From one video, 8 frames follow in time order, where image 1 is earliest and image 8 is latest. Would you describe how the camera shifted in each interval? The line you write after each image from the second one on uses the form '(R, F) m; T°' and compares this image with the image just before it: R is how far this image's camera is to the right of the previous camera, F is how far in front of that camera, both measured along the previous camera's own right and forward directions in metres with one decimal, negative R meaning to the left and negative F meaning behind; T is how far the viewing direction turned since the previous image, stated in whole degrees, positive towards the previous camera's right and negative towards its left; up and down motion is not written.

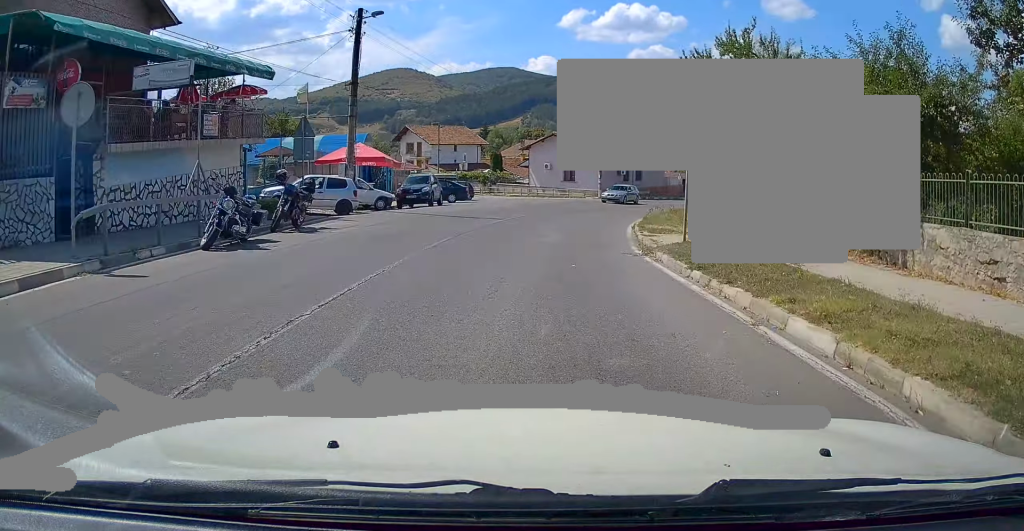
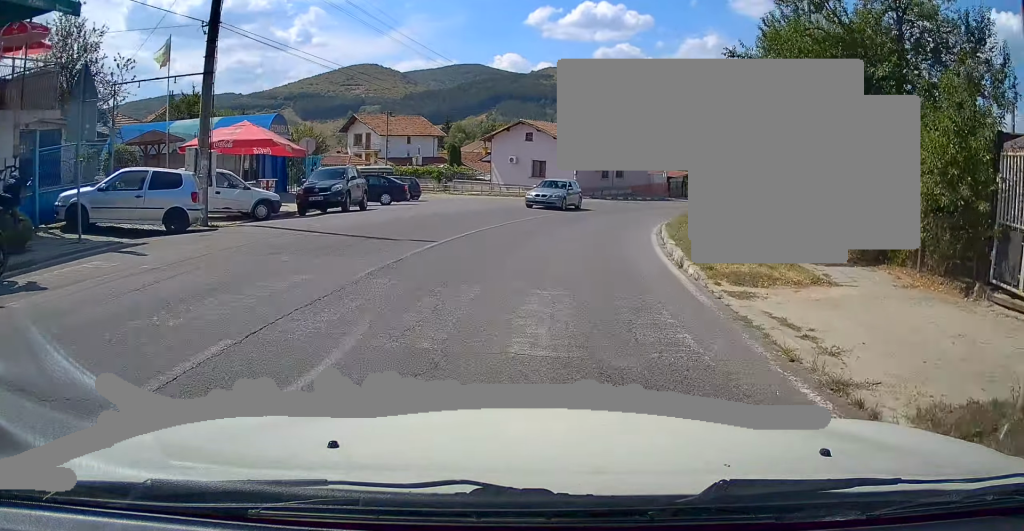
(+0.3, +10.0) m; +3°
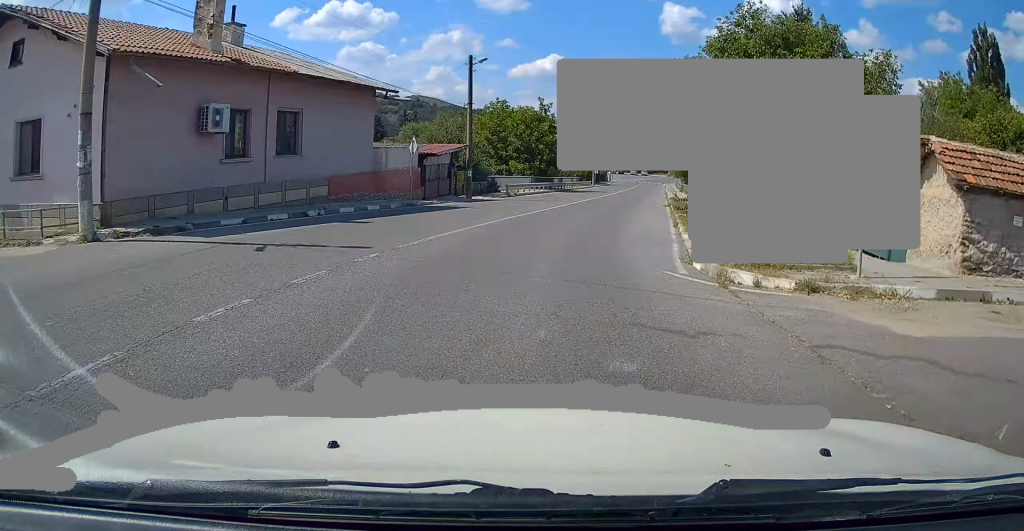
(+5.3, +37.4) m; +18°
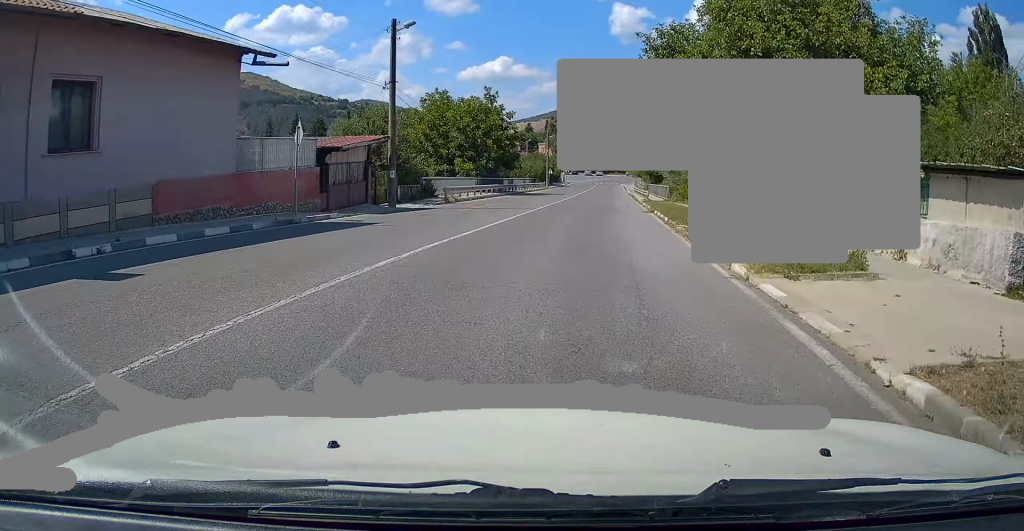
(+0.3, +8.7) m; +5°
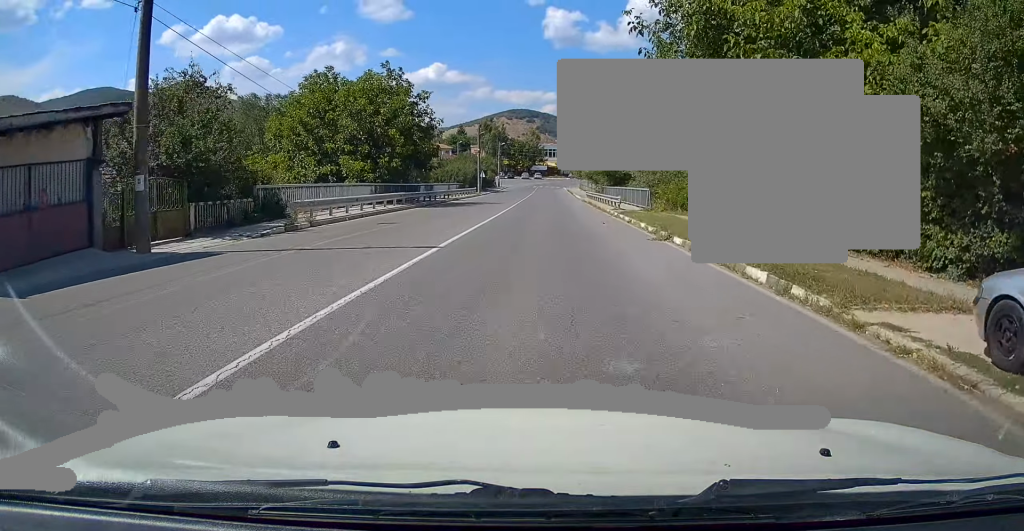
(+1.4, +14.8) m; +7°
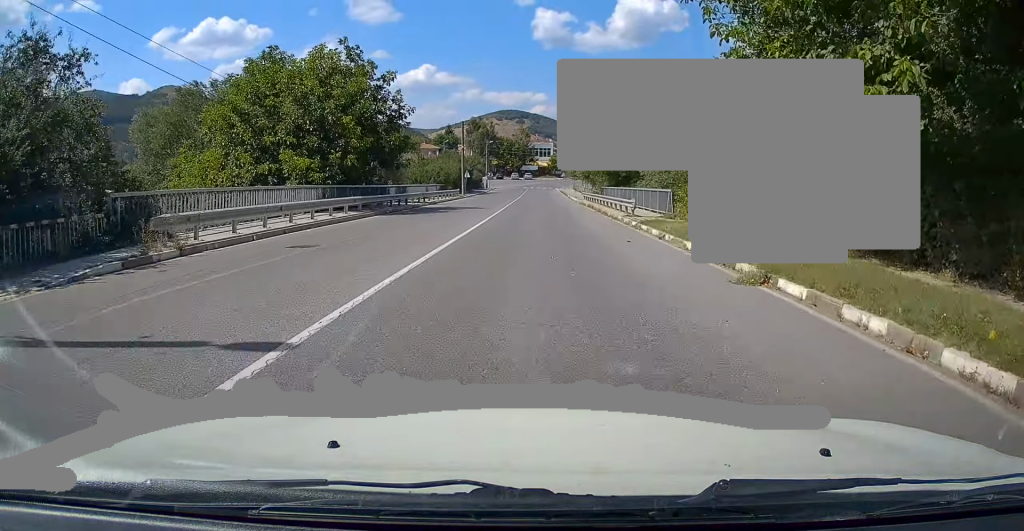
(+0.2, +7.4) m; +1°
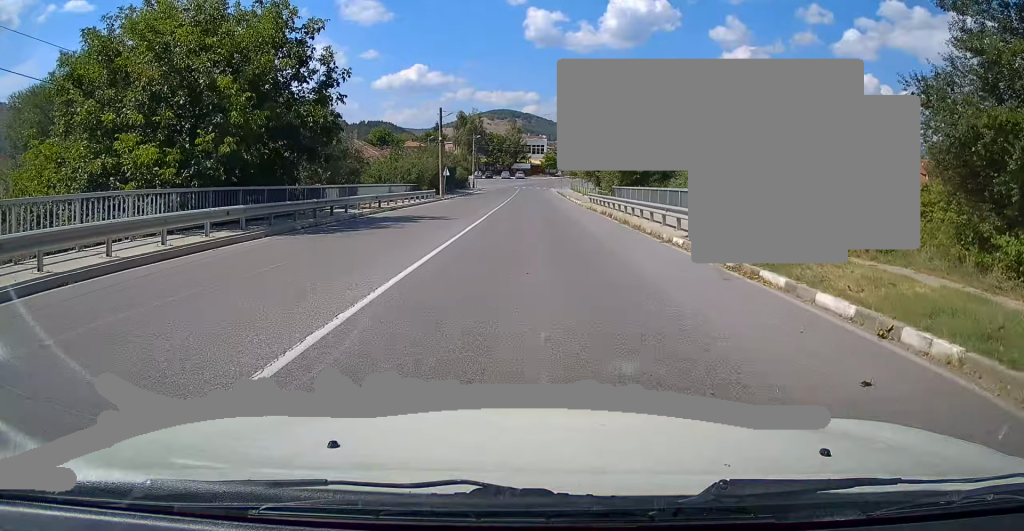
(0.0, +11.4) m; +2°
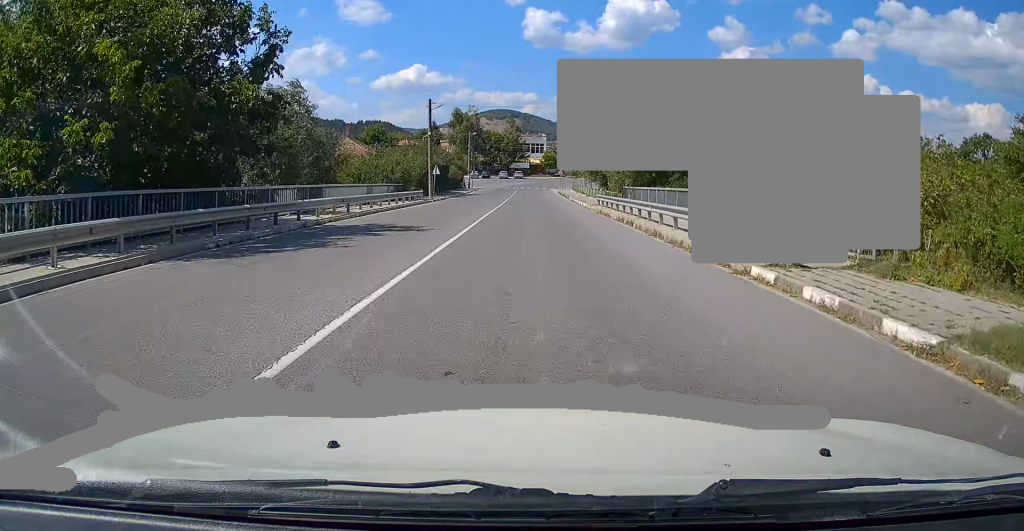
(+0.1, +5.7) m; +1°
